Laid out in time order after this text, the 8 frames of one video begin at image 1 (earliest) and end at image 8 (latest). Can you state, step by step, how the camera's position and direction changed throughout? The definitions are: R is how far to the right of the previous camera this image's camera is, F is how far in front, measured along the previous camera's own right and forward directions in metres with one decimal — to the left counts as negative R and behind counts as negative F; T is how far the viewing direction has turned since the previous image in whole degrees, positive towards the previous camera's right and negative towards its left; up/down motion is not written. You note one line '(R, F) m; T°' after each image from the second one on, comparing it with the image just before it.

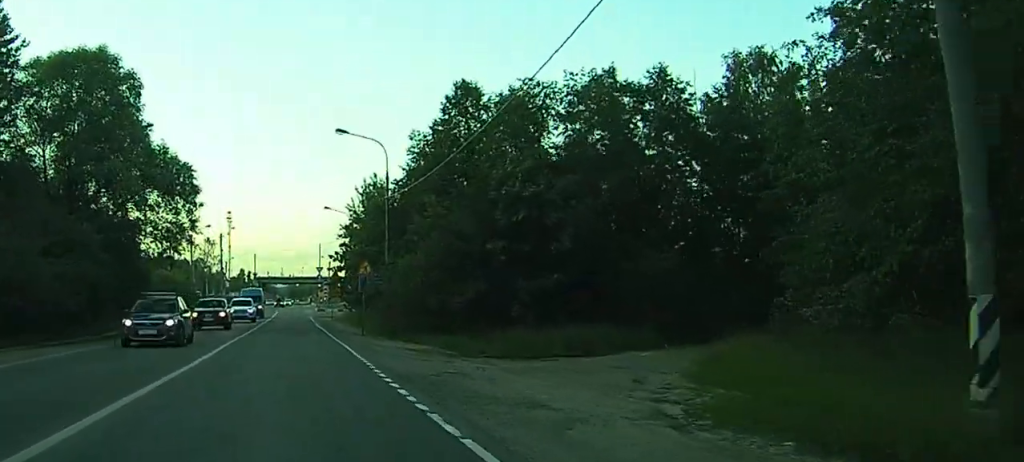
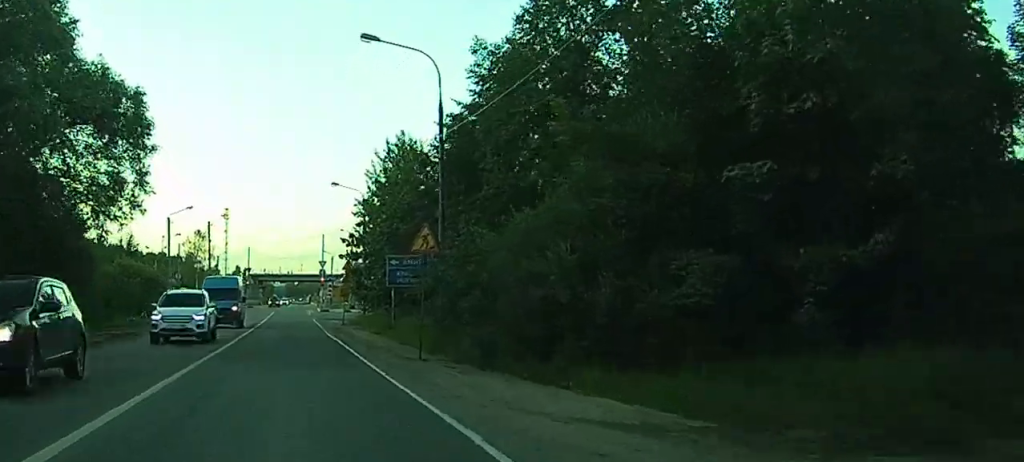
(+0.3, +13.9) m; -5°
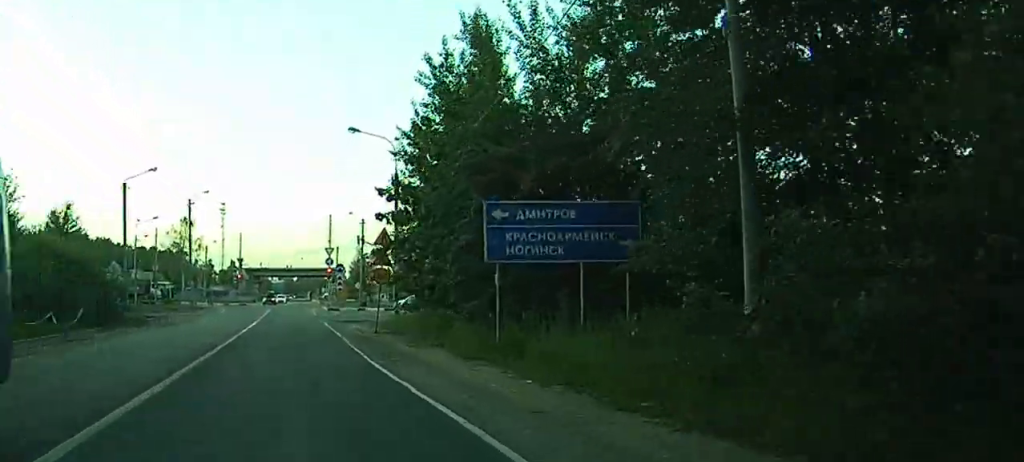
(-2.1, +27.9) m; -4°
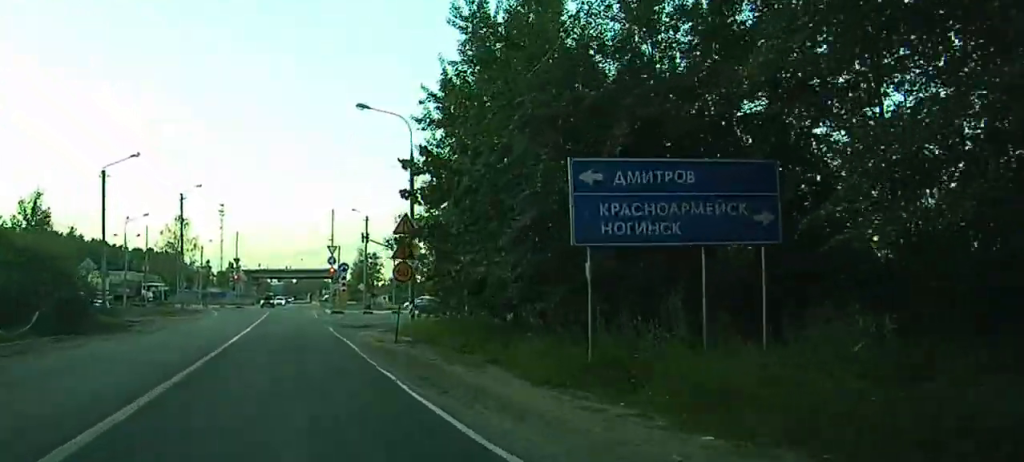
(0.0, +9.0) m; 0°
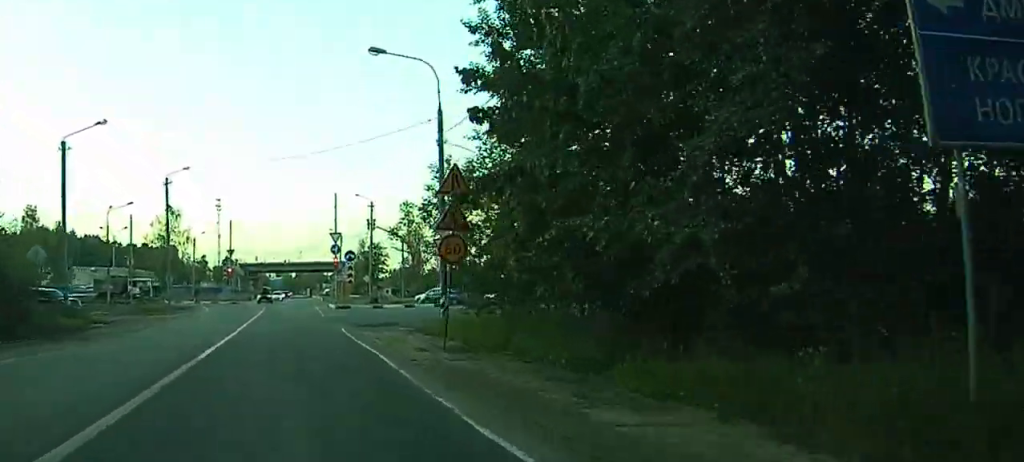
(0.0, +12.3) m; 0°
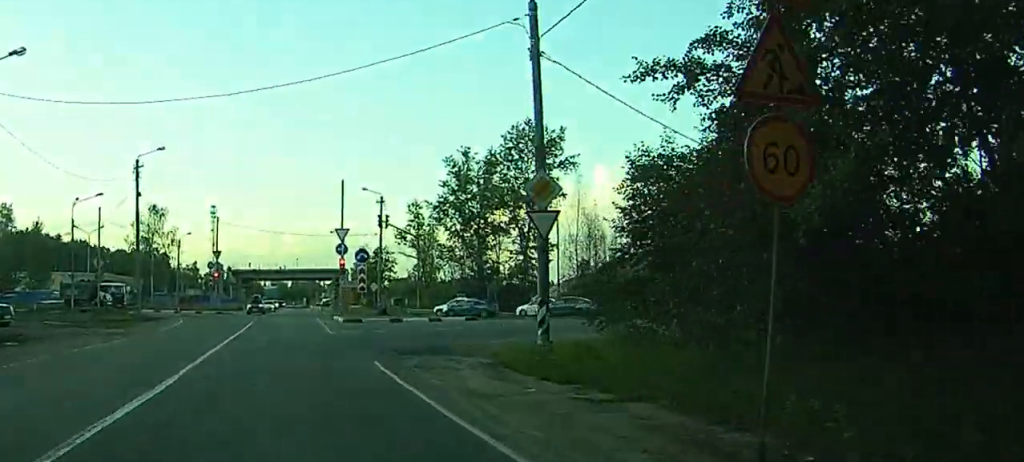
(+0.2, +18.9) m; +1°
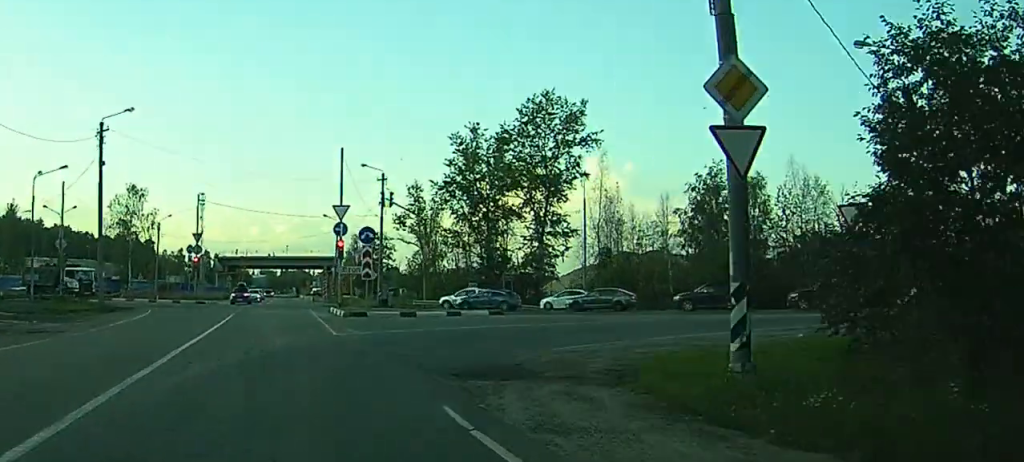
(0.0, +13.4) m; +1°
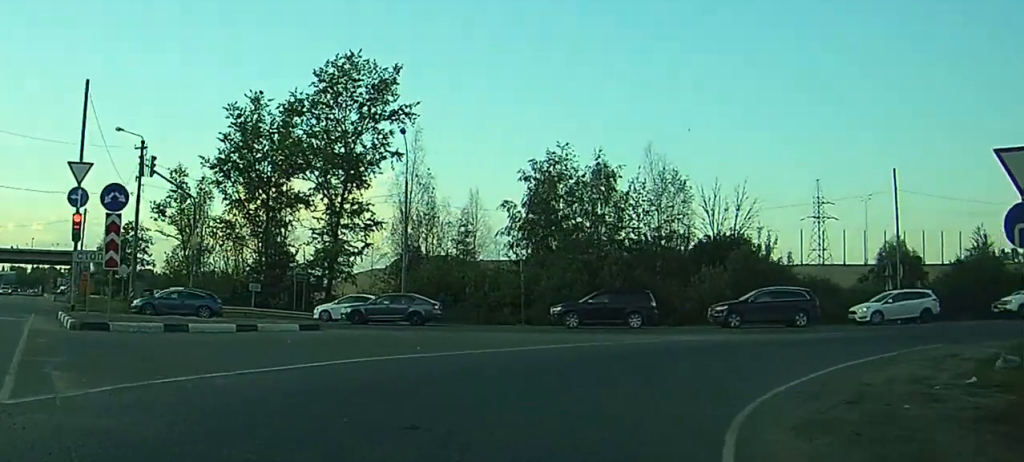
(+0.9, +25.1) m; +8°
